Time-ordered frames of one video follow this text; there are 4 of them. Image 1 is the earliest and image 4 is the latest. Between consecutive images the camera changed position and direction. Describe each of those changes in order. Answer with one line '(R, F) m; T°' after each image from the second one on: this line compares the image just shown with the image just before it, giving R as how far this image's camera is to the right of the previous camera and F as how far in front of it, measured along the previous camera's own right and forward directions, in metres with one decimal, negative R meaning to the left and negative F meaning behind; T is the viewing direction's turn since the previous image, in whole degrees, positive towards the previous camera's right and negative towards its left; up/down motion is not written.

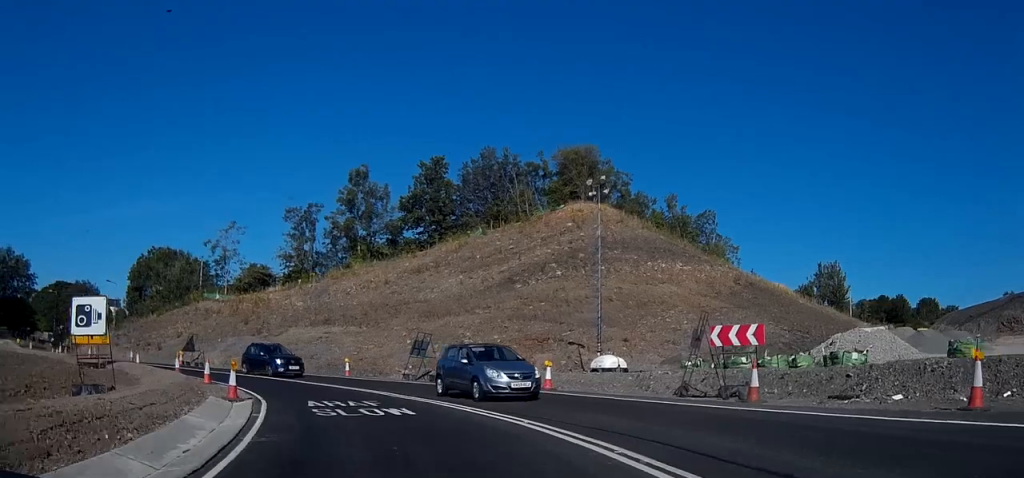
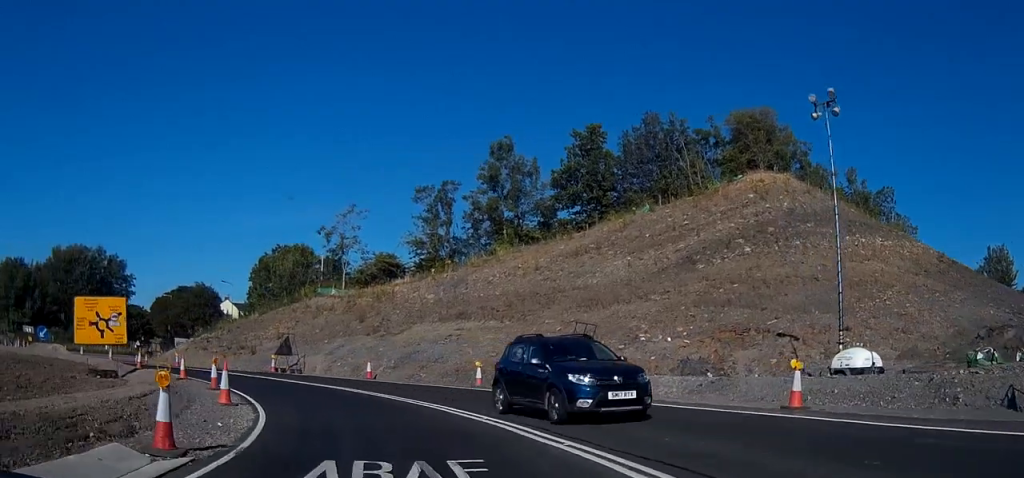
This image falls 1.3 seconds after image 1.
(-0.9, +10.5) m; -11°
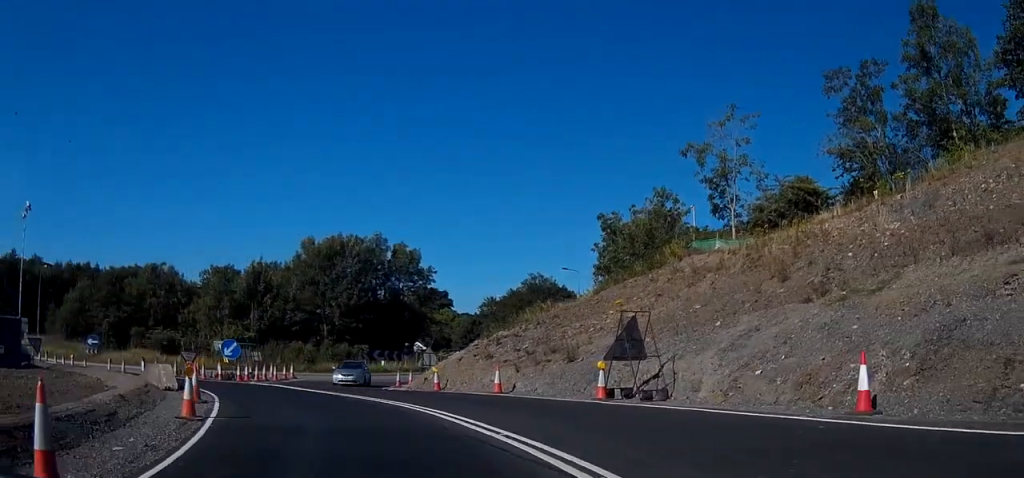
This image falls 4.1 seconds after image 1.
(-5.4, +22.0) m; -29°
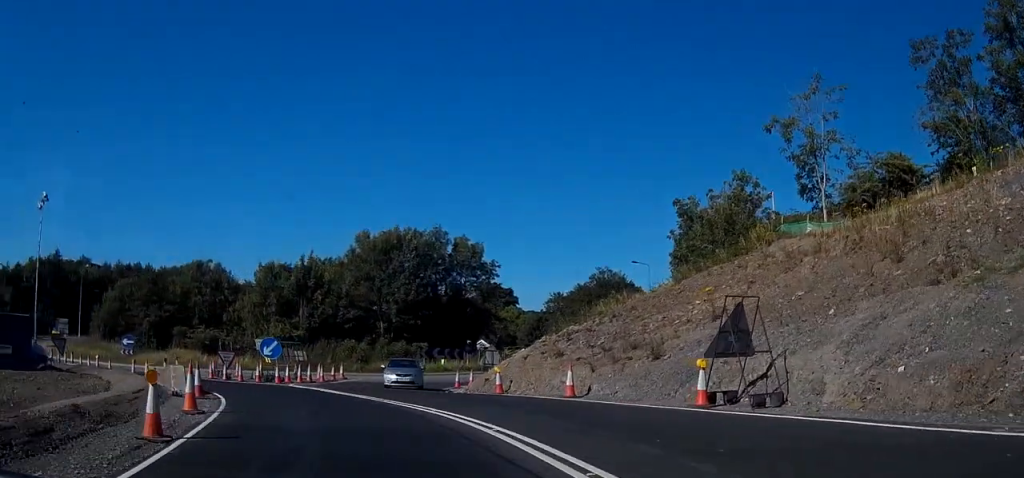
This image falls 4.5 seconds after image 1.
(-0.2, +3.9) m; -5°
